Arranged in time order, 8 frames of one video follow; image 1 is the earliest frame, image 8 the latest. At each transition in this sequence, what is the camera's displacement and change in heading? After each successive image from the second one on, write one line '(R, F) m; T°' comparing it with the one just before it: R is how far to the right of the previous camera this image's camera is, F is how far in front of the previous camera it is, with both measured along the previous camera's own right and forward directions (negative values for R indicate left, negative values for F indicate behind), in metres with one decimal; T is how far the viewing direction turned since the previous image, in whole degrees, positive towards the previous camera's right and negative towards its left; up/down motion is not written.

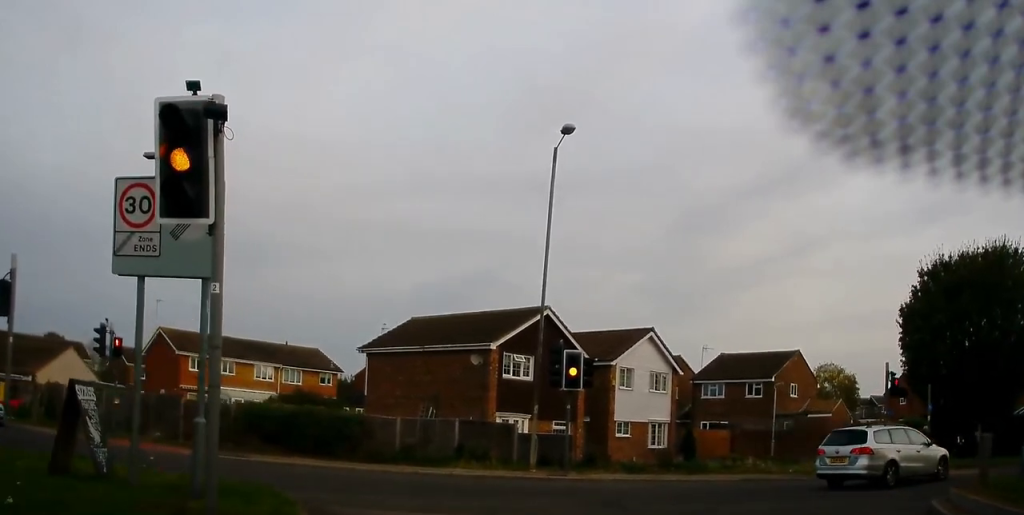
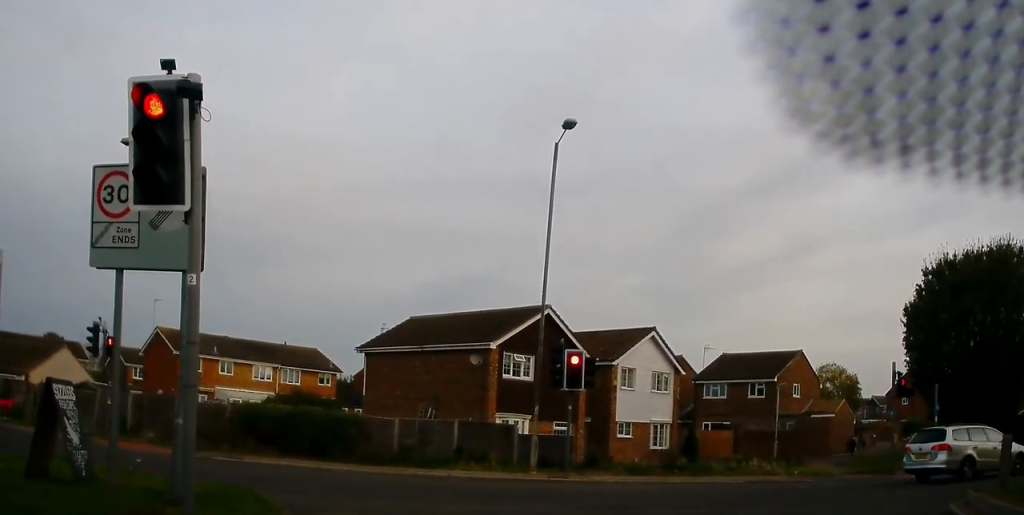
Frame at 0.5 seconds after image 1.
(+0.1, +1.4) m; +3°
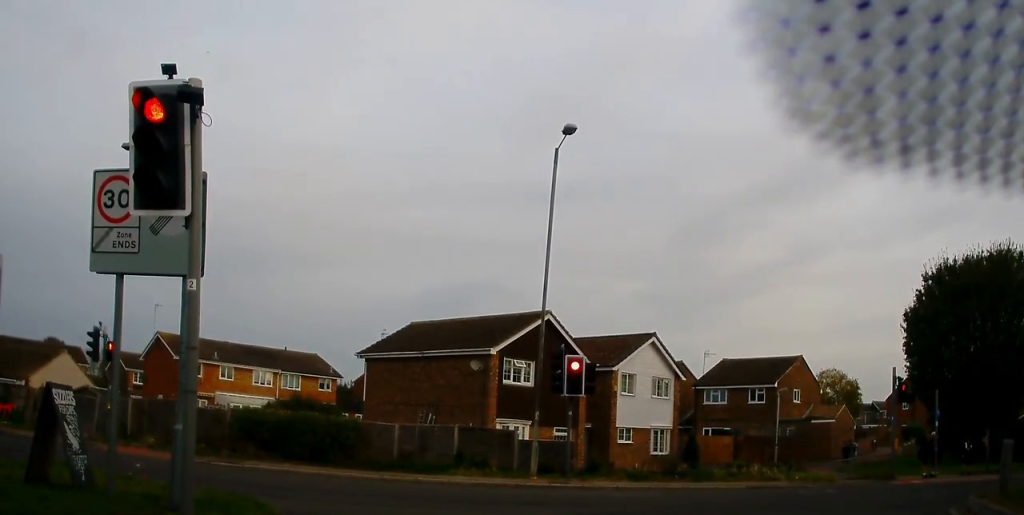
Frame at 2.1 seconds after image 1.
(0.0, +1.1) m; +1°
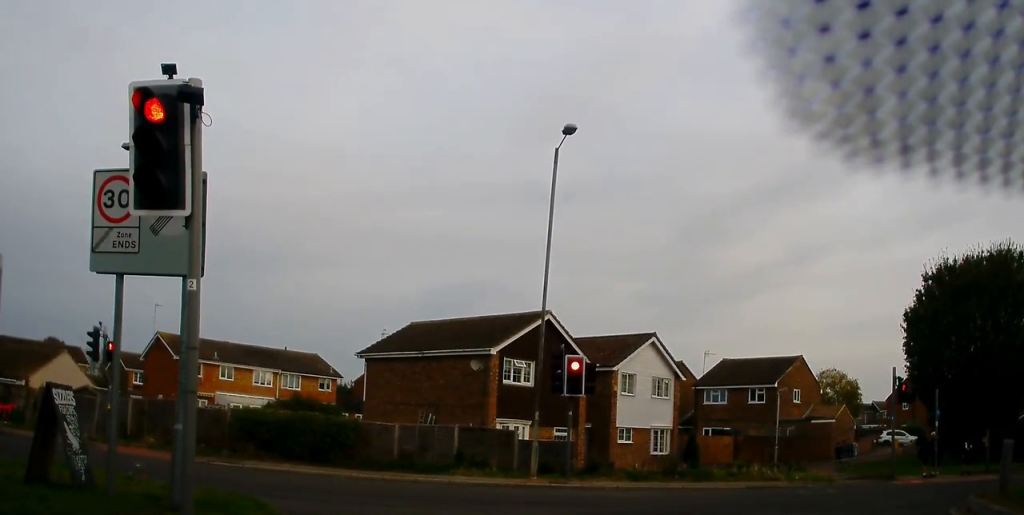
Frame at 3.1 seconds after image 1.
(0.0, 0.0) m; 0°
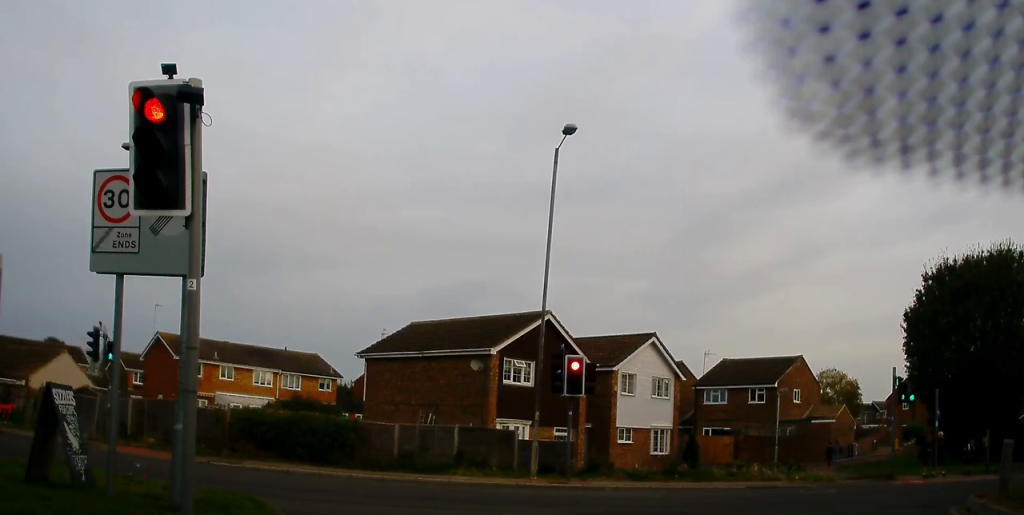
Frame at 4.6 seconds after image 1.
(0.0, 0.0) m; 0°
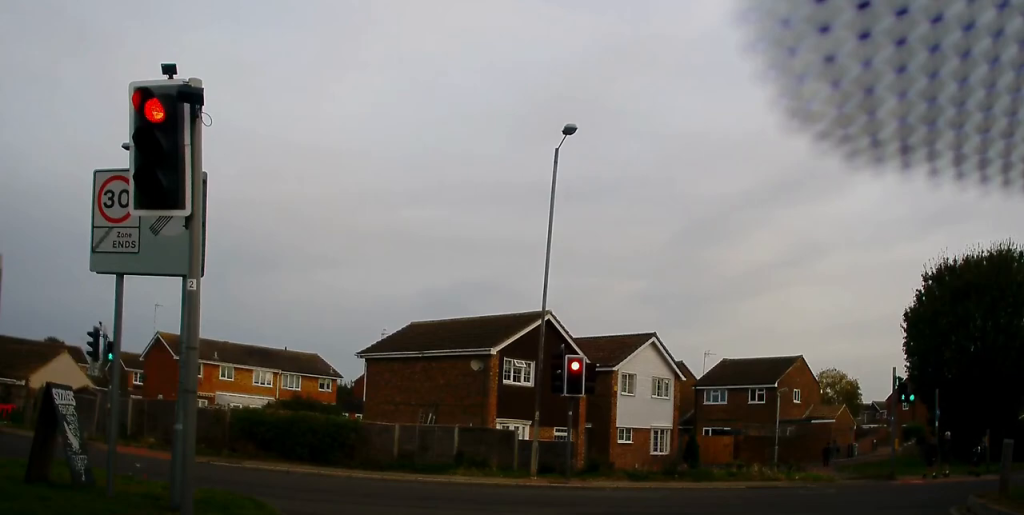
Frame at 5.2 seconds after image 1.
(0.0, 0.0) m; 0°
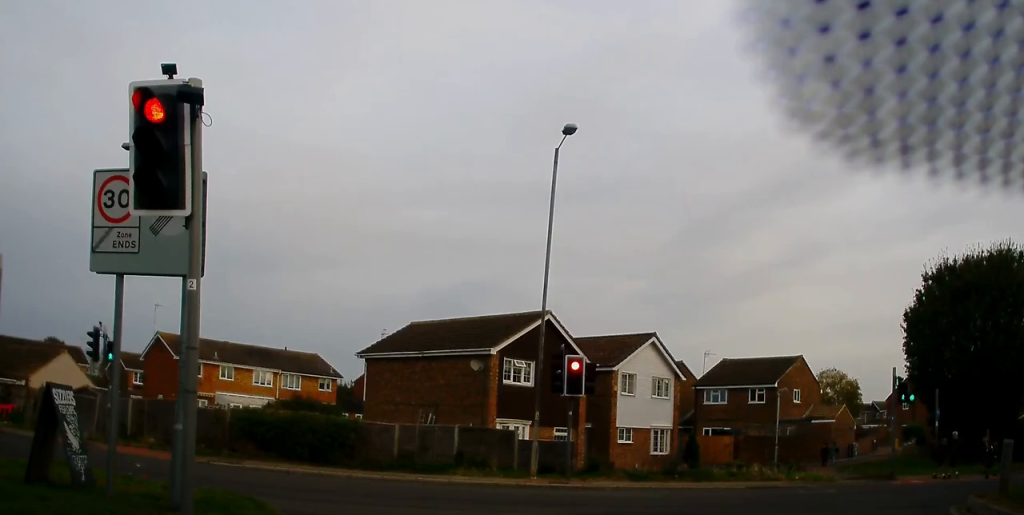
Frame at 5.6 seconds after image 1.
(0.0, 0.0) m; 0°
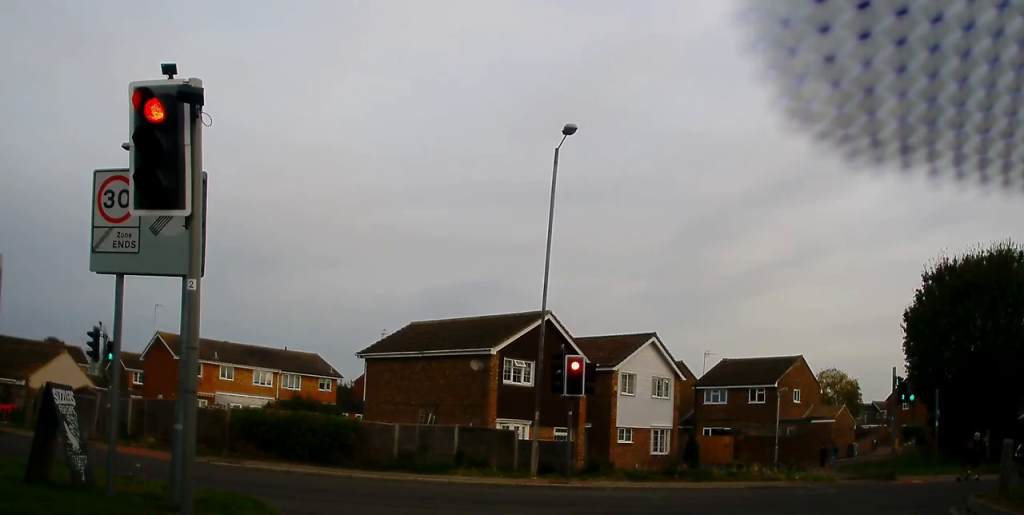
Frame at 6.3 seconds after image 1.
(0.0, 0.0) m; 0°
